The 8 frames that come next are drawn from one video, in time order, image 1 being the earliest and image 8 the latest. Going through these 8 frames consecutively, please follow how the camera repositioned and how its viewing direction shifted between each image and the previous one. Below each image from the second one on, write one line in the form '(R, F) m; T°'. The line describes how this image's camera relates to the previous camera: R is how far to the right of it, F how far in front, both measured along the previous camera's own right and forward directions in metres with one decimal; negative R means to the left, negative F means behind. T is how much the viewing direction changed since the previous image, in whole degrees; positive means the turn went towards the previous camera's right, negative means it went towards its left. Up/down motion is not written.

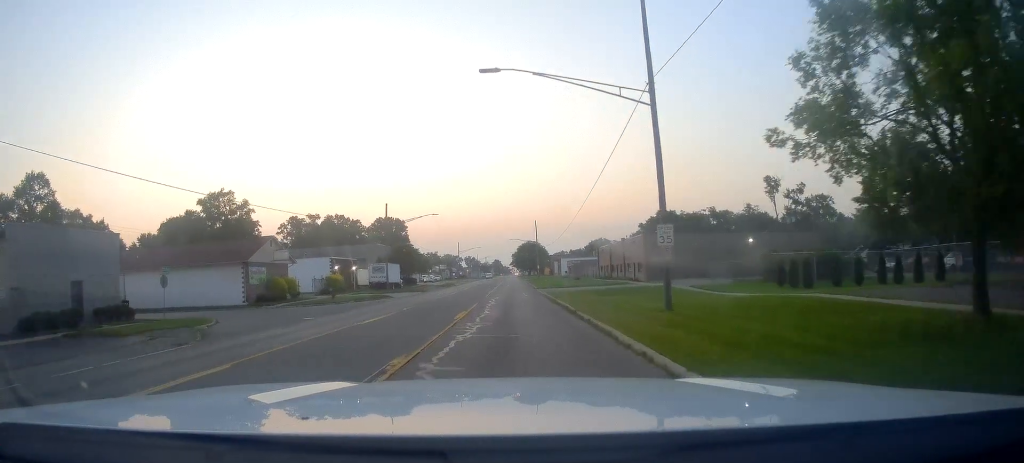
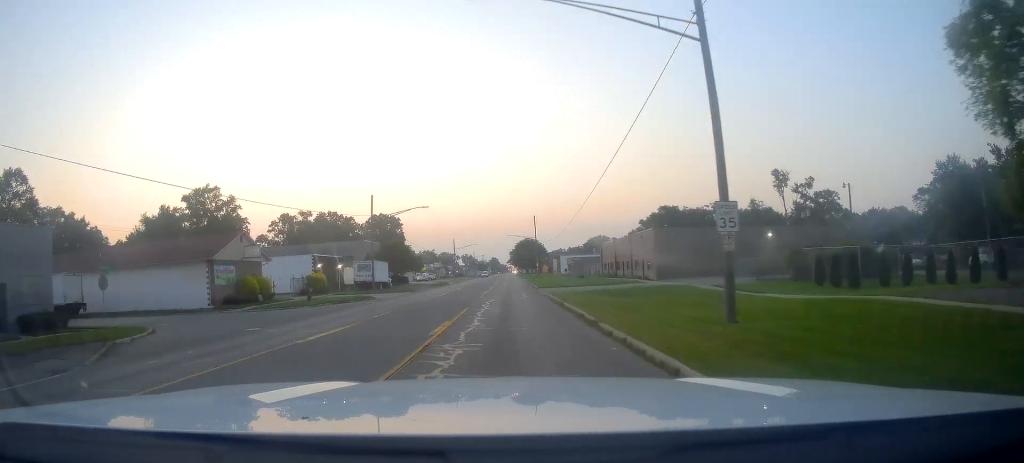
(+0.2, +6.2) m; +1°
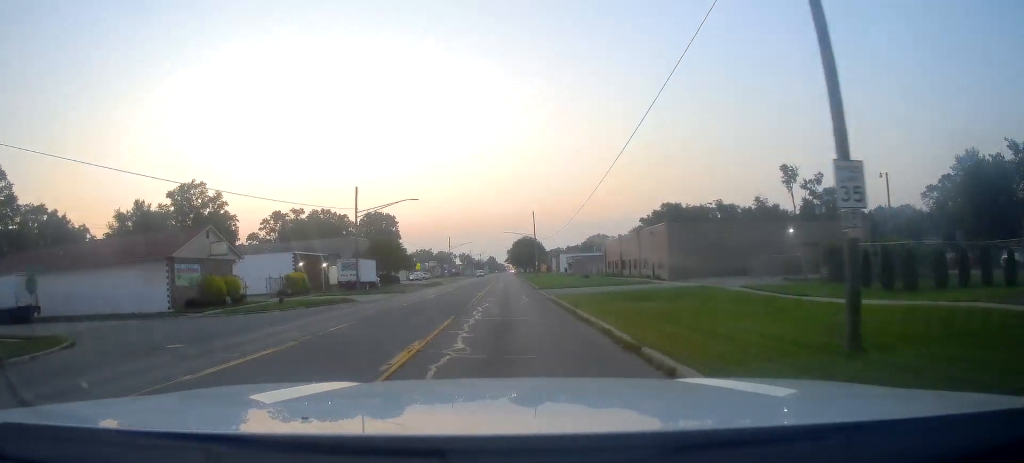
(+0.1, +5.8) m; 0°
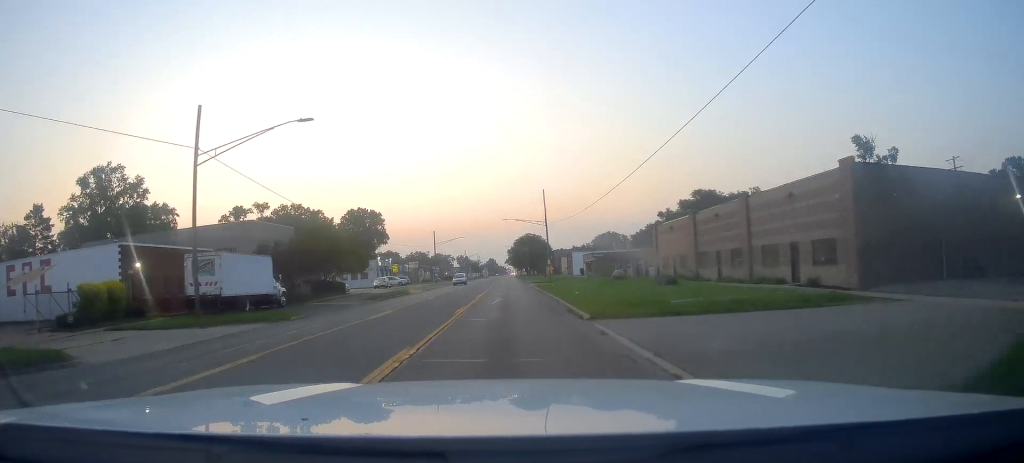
(-0.8, +31.7) m; -2°
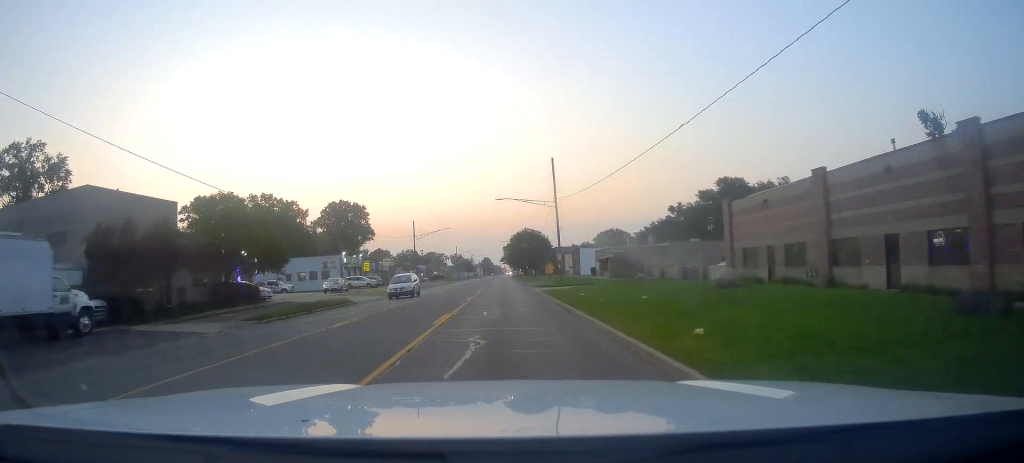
(-0.4, +21.1) m; -2°
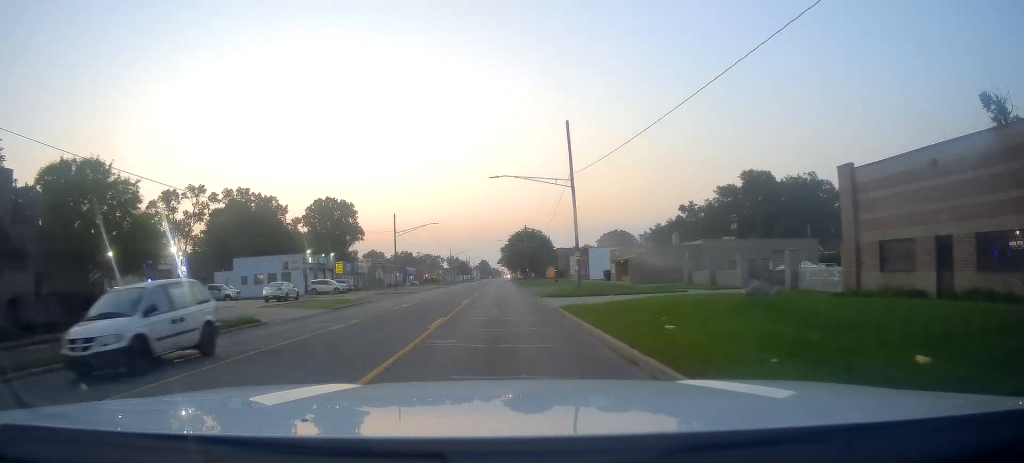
(+0.2, +15.2) m; +2°
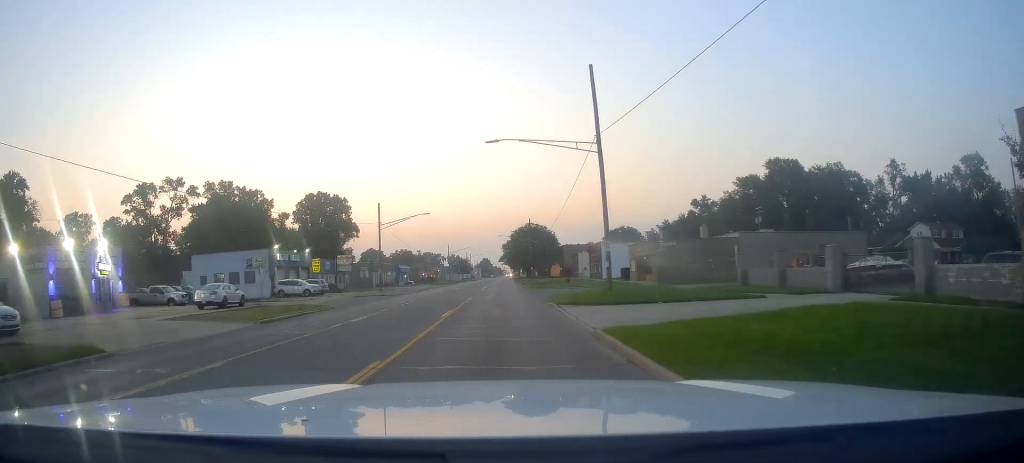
(+0.3, +11.3) m; 0°
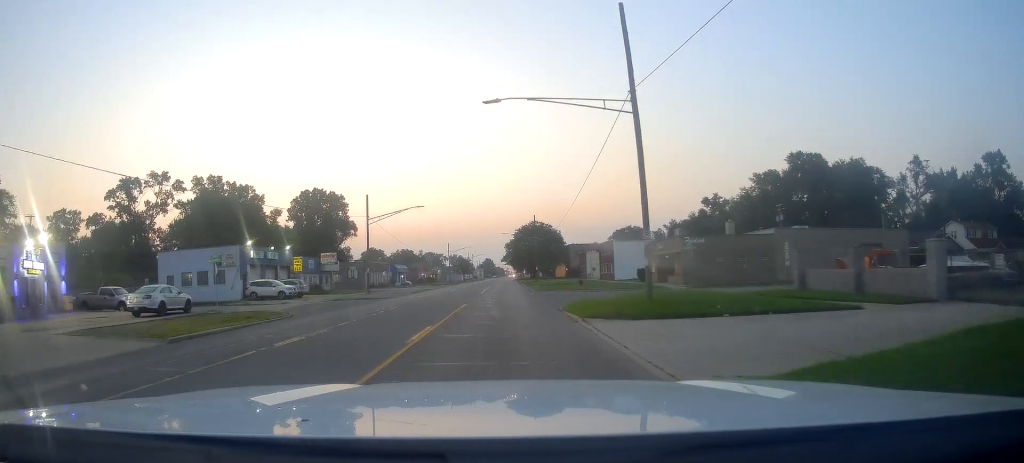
(-0.3, +7.8) m; 0°
